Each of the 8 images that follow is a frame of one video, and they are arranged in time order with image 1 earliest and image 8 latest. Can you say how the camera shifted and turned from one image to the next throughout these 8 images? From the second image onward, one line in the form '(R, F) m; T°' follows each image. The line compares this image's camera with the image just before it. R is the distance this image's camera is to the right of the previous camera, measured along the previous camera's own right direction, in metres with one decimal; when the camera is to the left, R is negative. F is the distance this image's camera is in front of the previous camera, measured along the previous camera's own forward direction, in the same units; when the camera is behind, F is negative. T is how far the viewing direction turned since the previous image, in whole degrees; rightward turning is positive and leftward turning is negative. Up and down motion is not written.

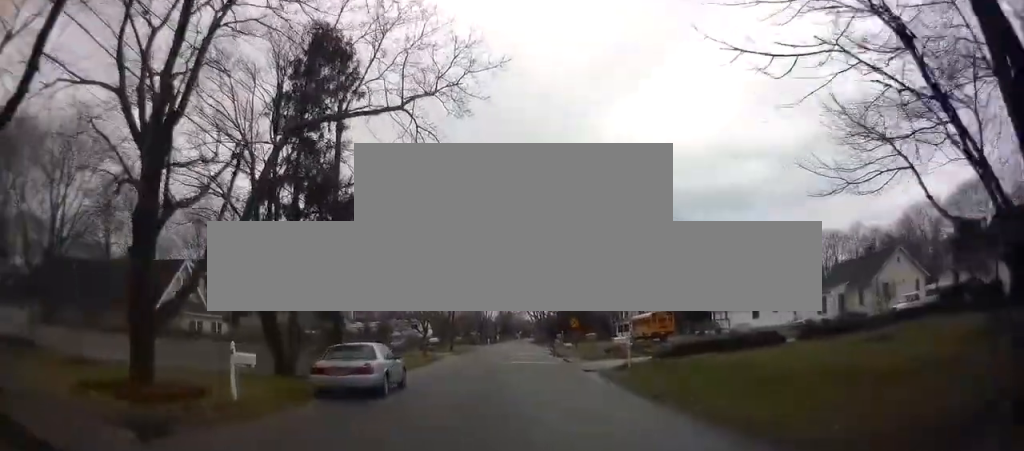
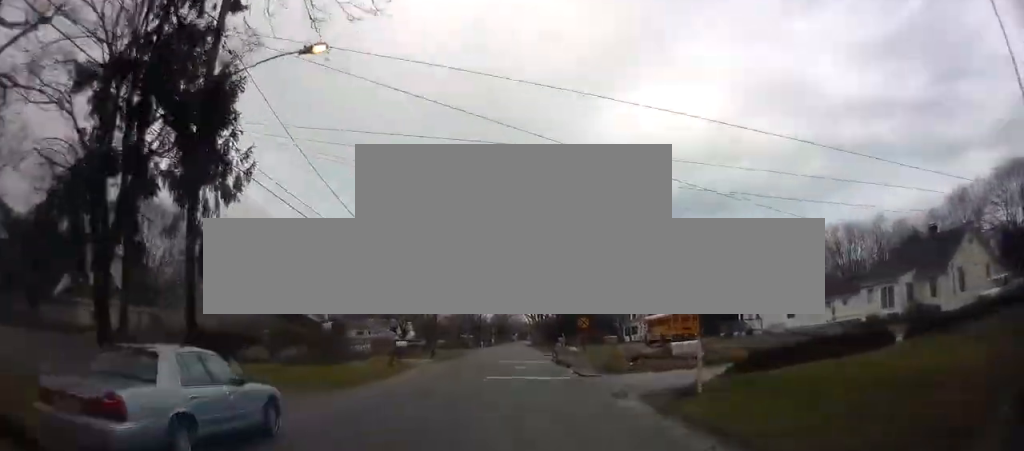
(+0.4, +9.5) m; +4°
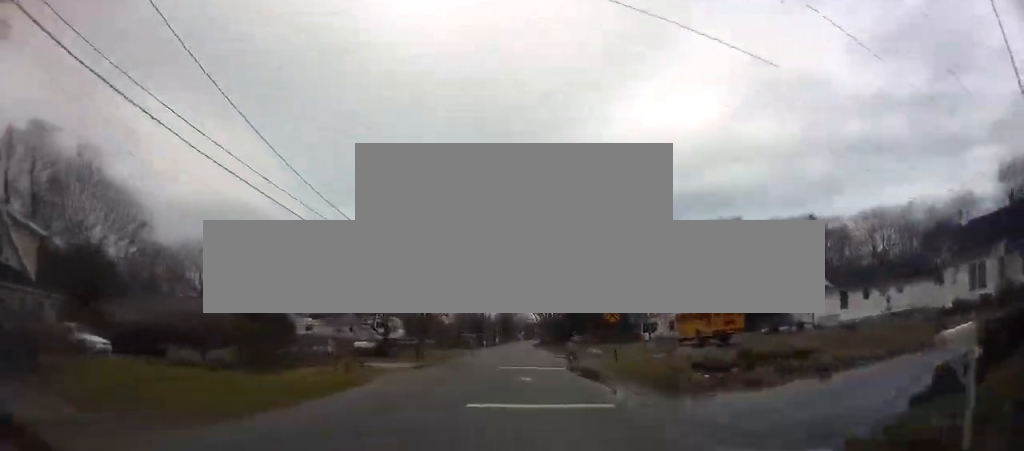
(+0.2, +8.9) m; +1°
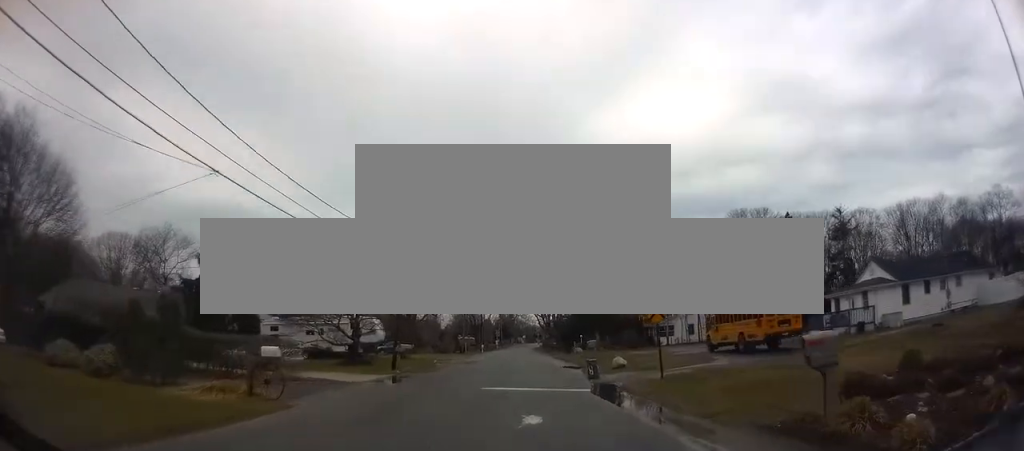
(0.0, +8.5) m; 0°
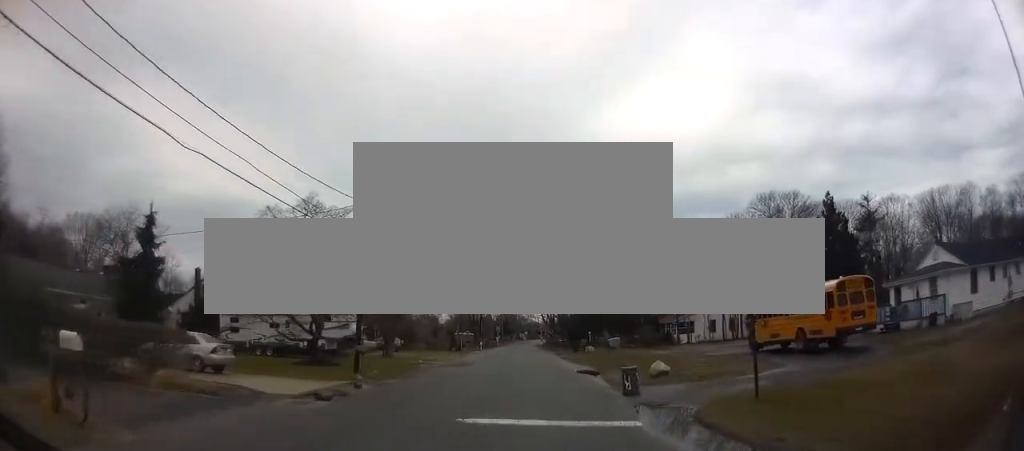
(0.0, +7.6) m; 0°
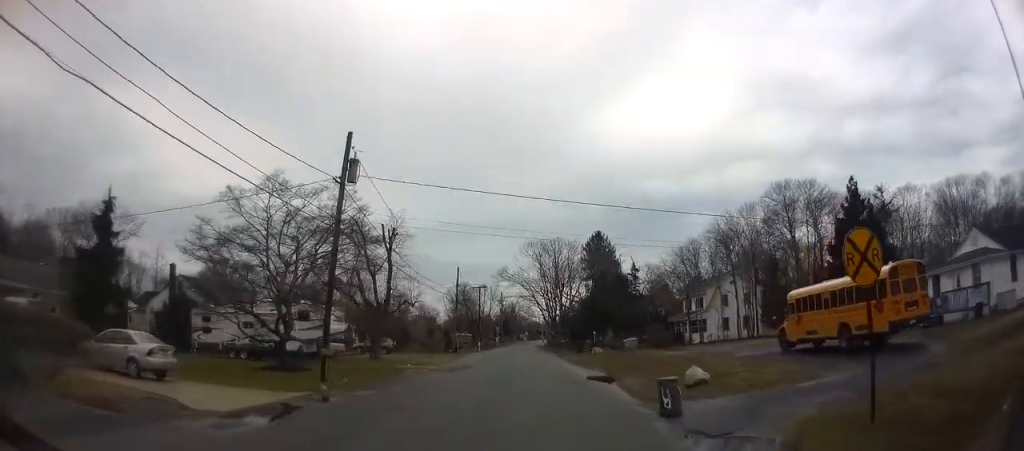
(0.0, +4.1) m; -1°
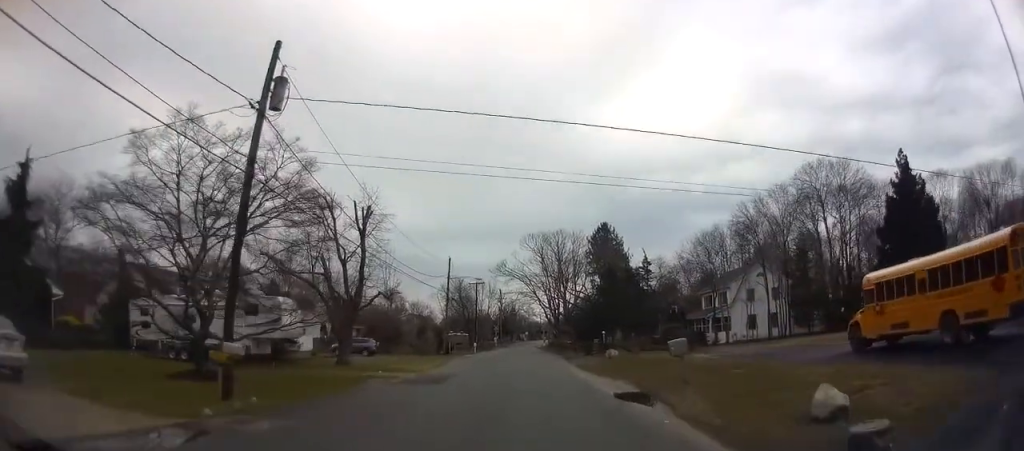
(-0.1, +7.2) m; -2°
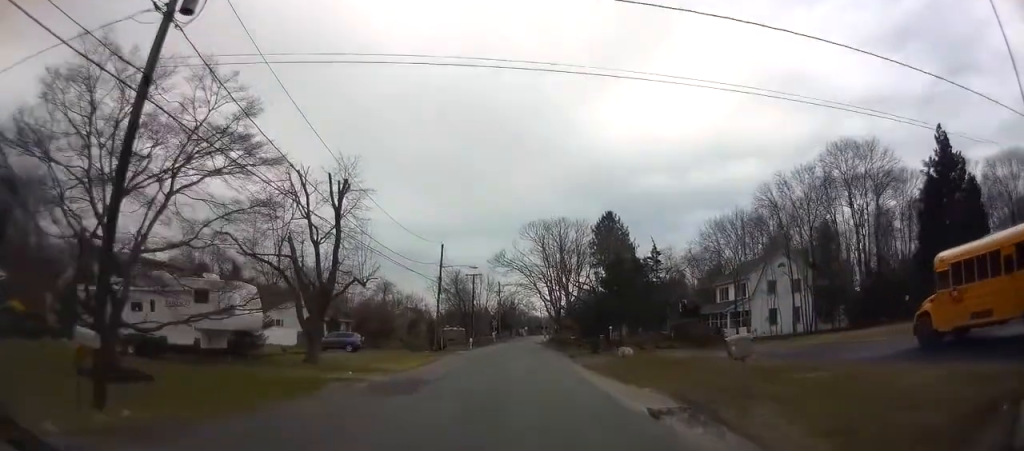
(0.0, +4.9) m; -1°
